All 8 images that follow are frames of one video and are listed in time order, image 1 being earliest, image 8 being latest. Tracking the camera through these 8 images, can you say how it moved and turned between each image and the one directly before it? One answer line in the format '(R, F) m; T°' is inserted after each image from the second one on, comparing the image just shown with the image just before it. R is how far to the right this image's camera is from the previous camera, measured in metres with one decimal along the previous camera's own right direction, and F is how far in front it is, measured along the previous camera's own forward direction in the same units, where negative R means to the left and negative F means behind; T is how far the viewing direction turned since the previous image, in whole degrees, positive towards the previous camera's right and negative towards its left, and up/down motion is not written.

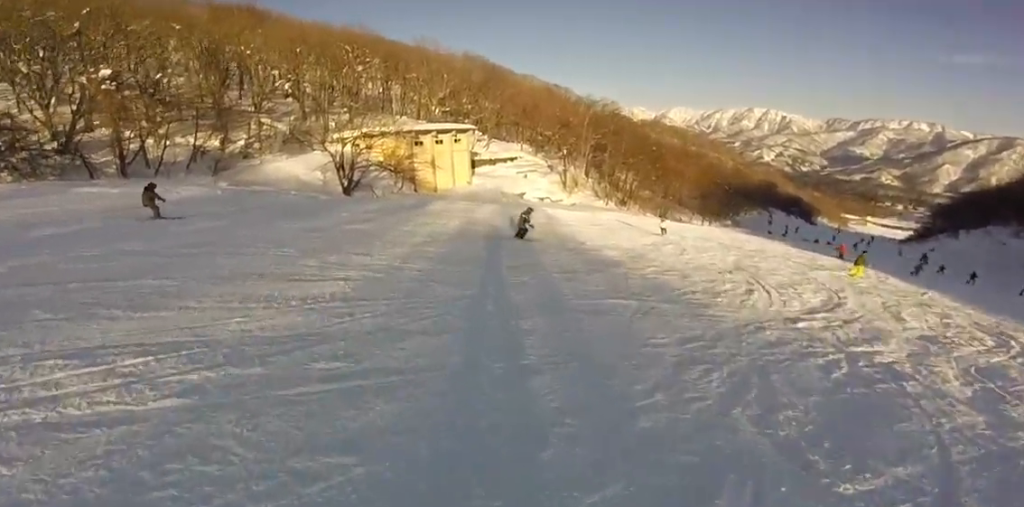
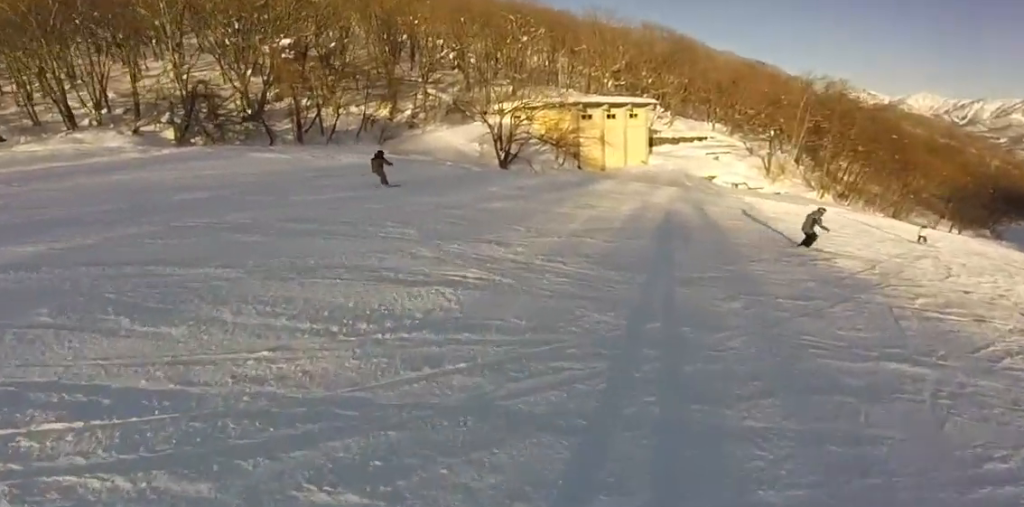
(-0.5, +2.3) m; -4°
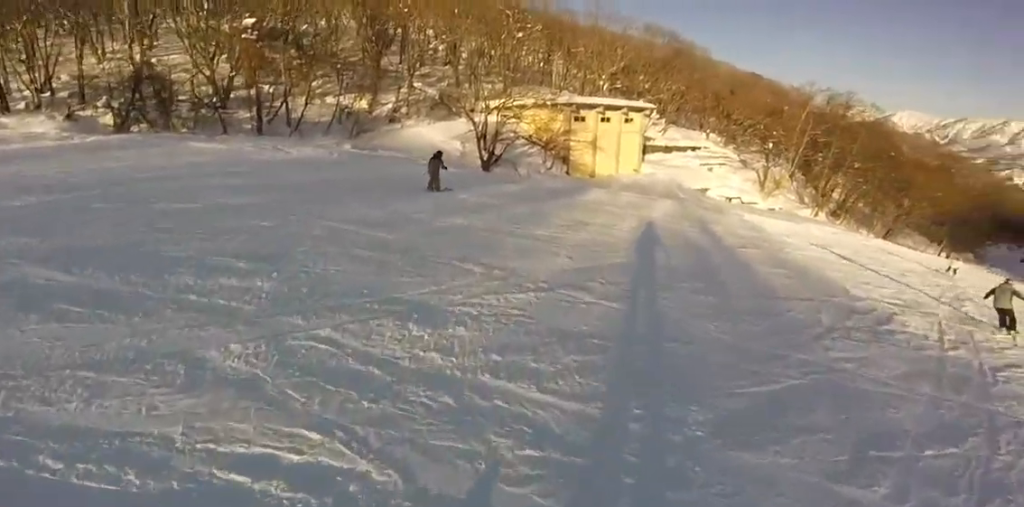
(-0.3, +3.9) m; +4°
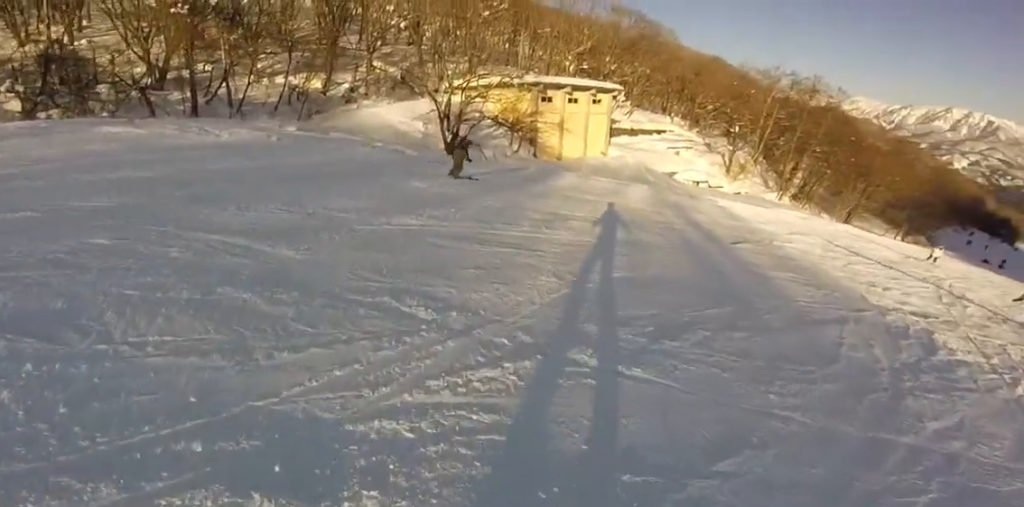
(-0.2, +2.6) m; +12°
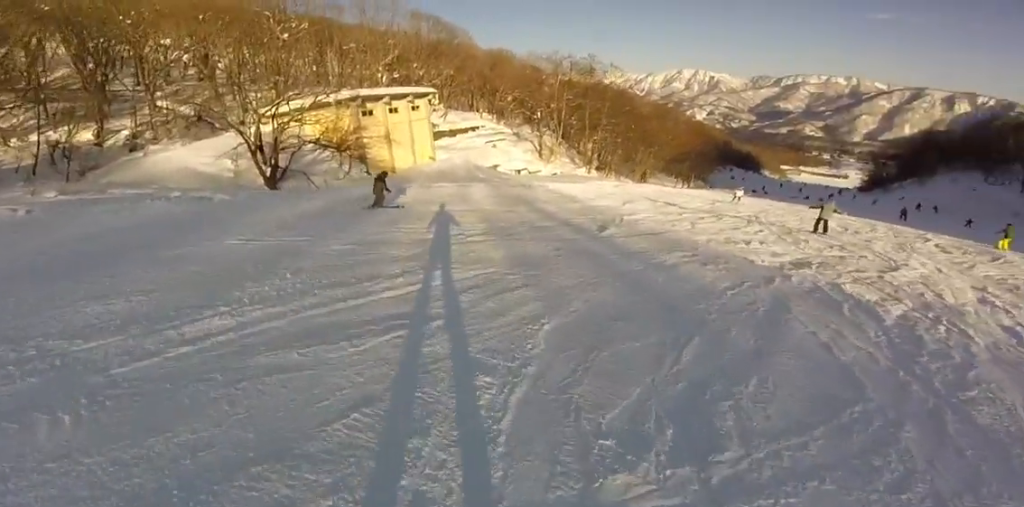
(+0.2, +2.3) m; +15°
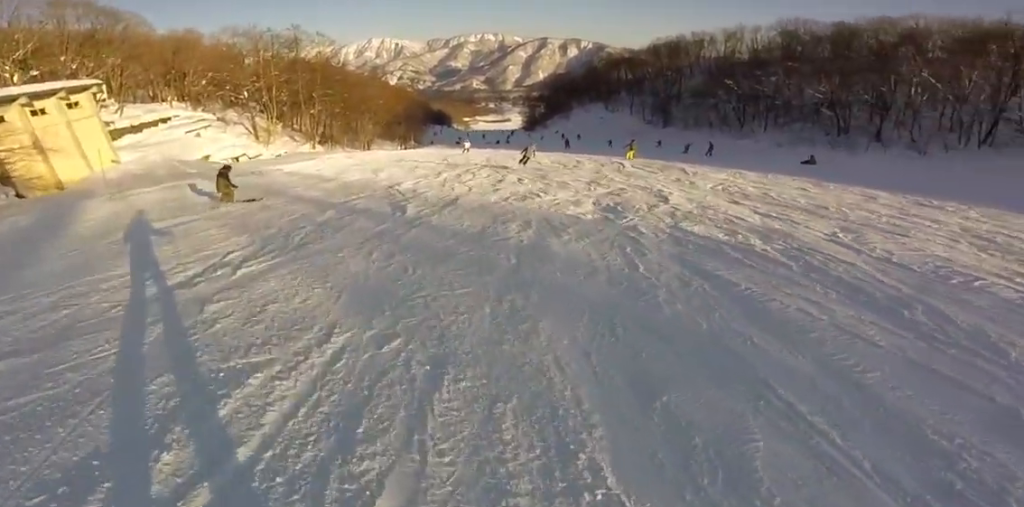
(+1.2, +2.9) m; +21°
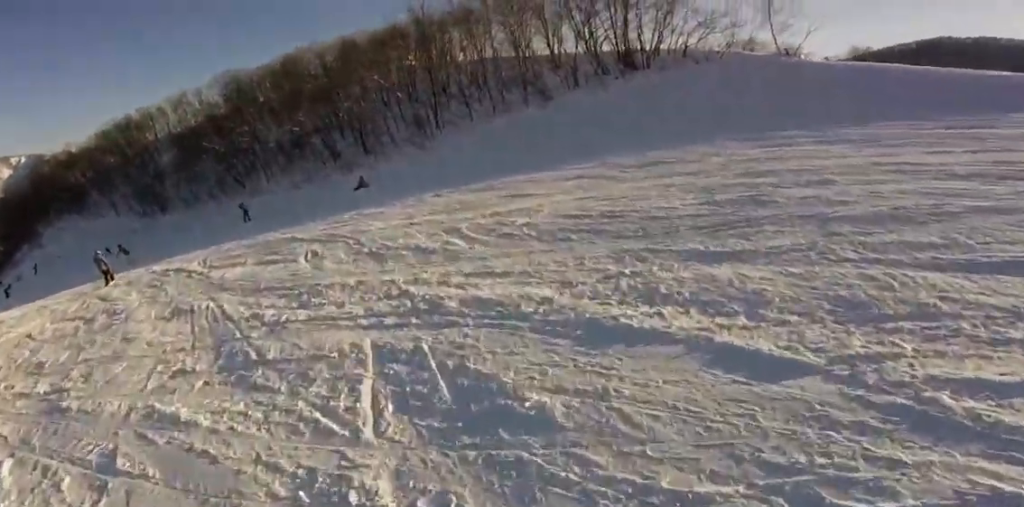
(+2.1, +10.8) m; +17°
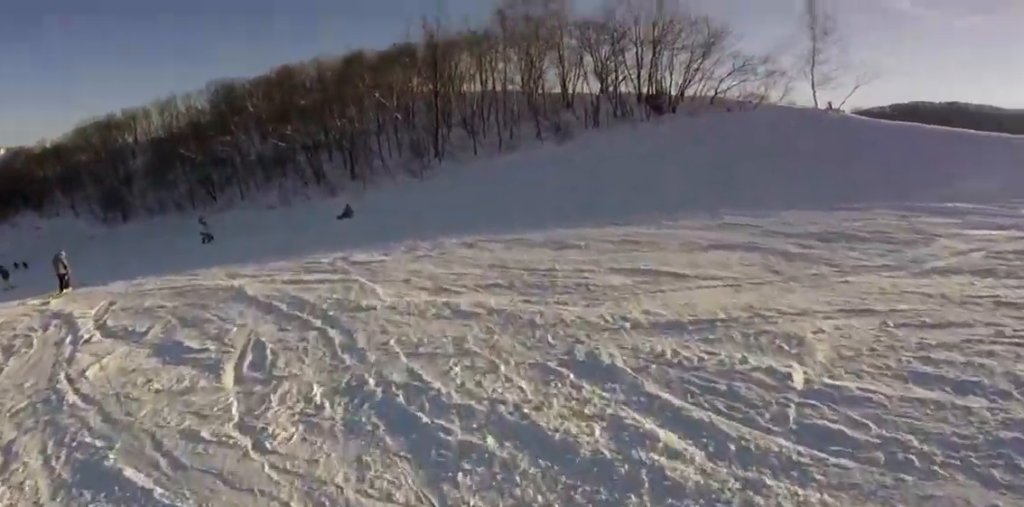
(0.0, +4.1) m; -8°
